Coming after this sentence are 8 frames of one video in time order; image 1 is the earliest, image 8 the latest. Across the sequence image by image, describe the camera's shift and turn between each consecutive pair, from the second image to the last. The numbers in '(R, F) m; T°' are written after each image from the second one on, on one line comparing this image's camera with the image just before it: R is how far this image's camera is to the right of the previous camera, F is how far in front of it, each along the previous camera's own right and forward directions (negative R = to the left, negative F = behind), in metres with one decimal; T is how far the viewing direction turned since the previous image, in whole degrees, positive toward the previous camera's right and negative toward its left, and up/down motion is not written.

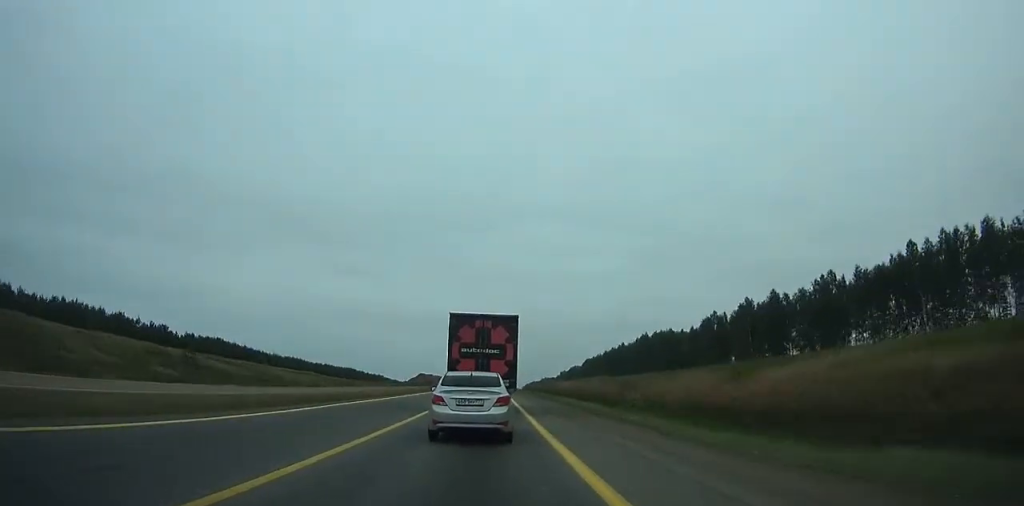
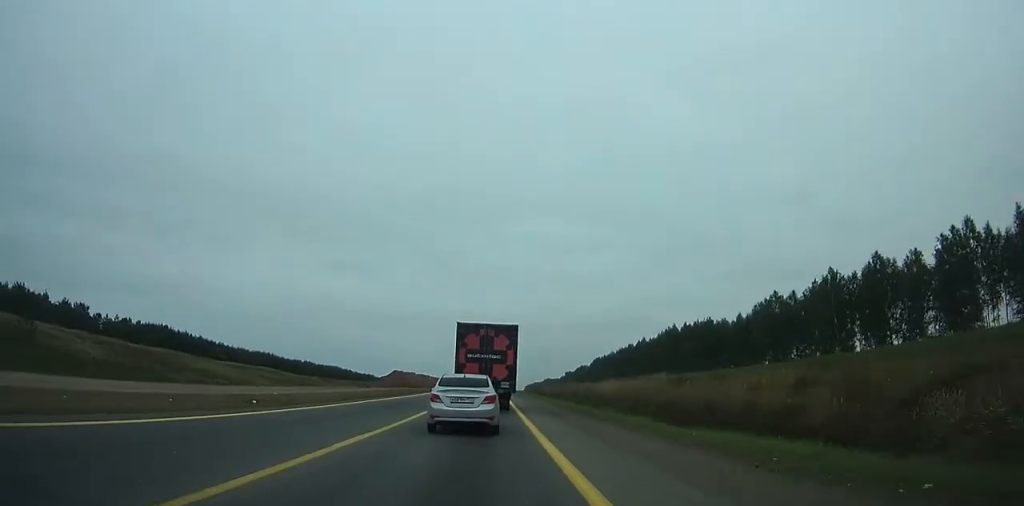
(0.0, +35.2) m; 0°
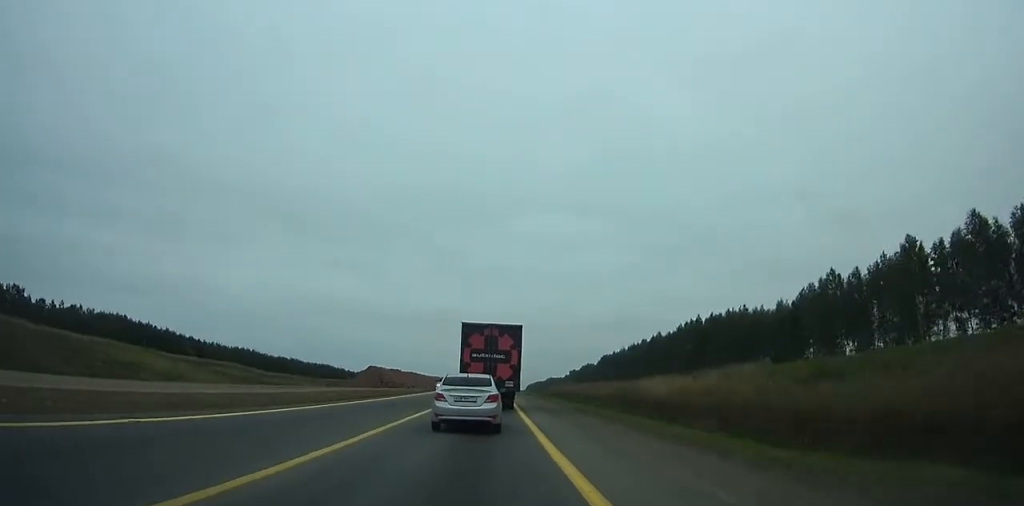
(-0.1, +20.0) m; 0°
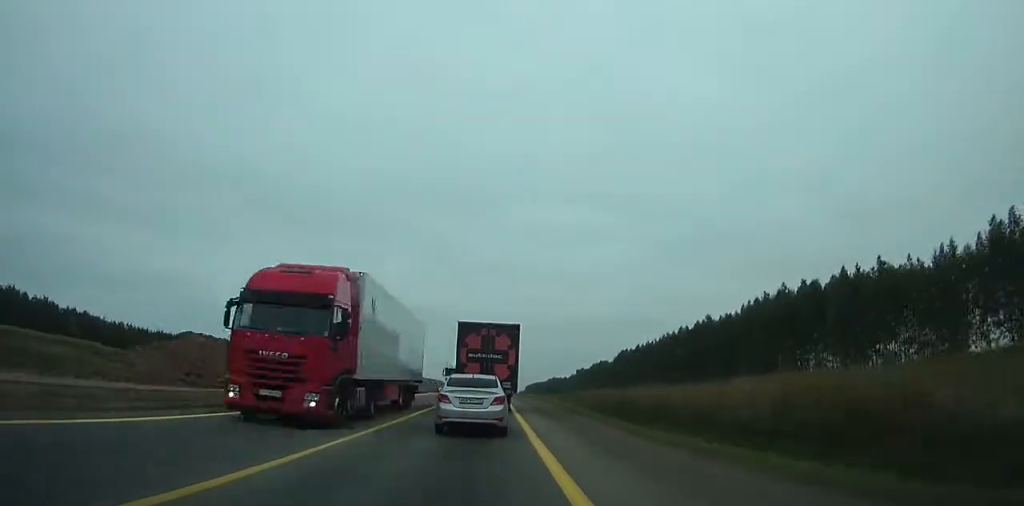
(0.0, +49.1) m; 0°
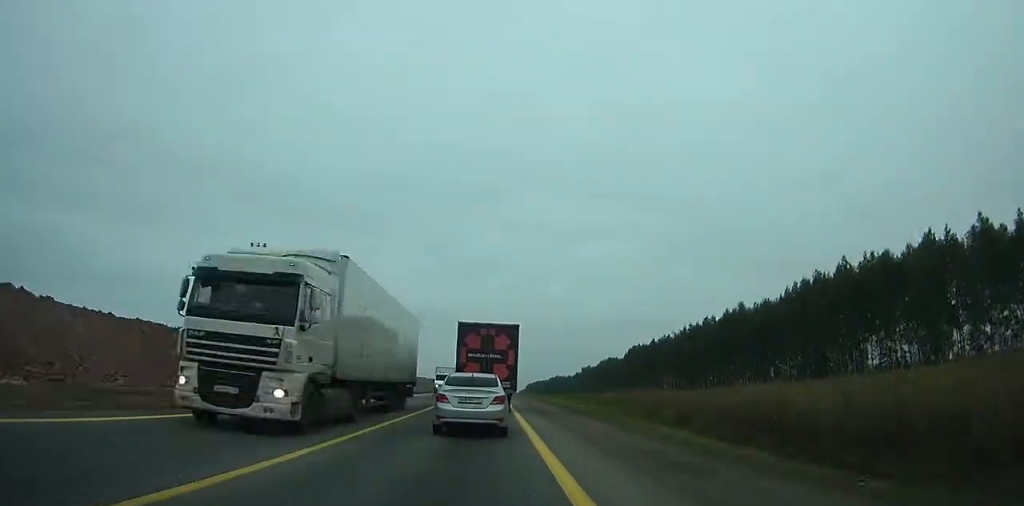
(-0.1, +21.1) m; 0°
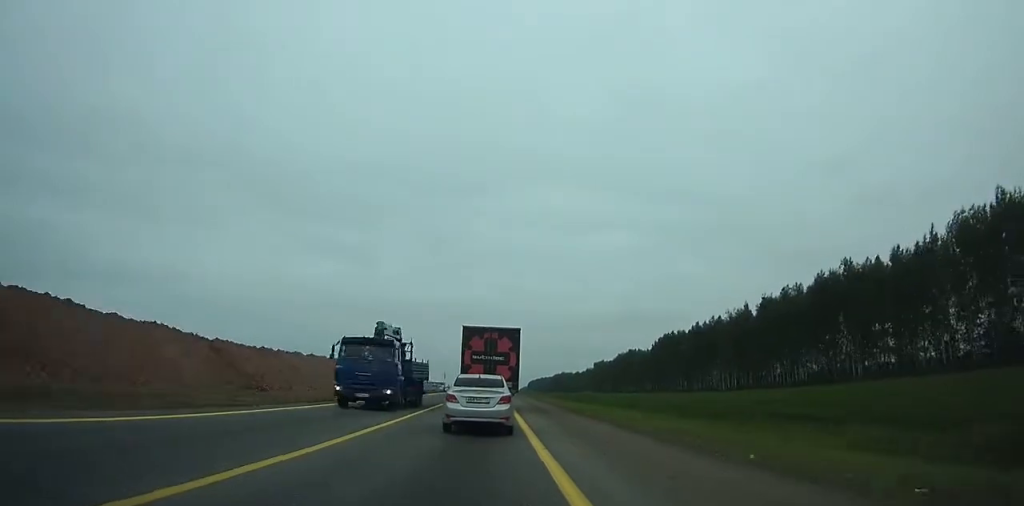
(0.0, +43.7) m; -1°
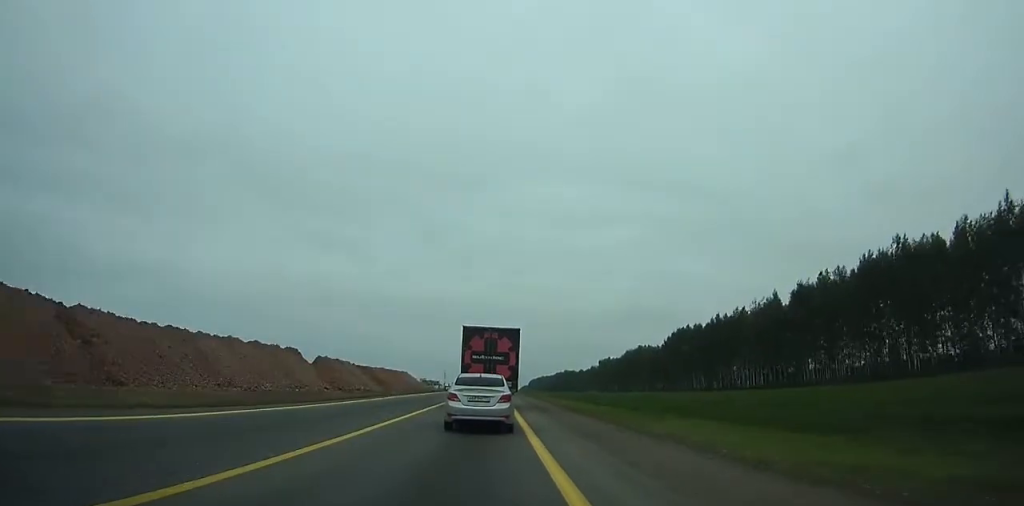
(0.0, +13.9) m; 0°
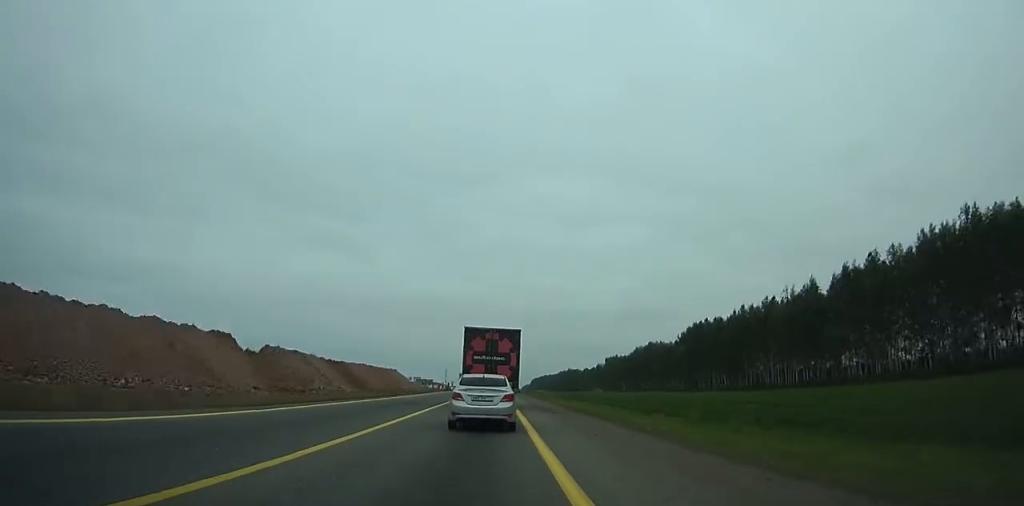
(0.0, +14.2) m; 0°
